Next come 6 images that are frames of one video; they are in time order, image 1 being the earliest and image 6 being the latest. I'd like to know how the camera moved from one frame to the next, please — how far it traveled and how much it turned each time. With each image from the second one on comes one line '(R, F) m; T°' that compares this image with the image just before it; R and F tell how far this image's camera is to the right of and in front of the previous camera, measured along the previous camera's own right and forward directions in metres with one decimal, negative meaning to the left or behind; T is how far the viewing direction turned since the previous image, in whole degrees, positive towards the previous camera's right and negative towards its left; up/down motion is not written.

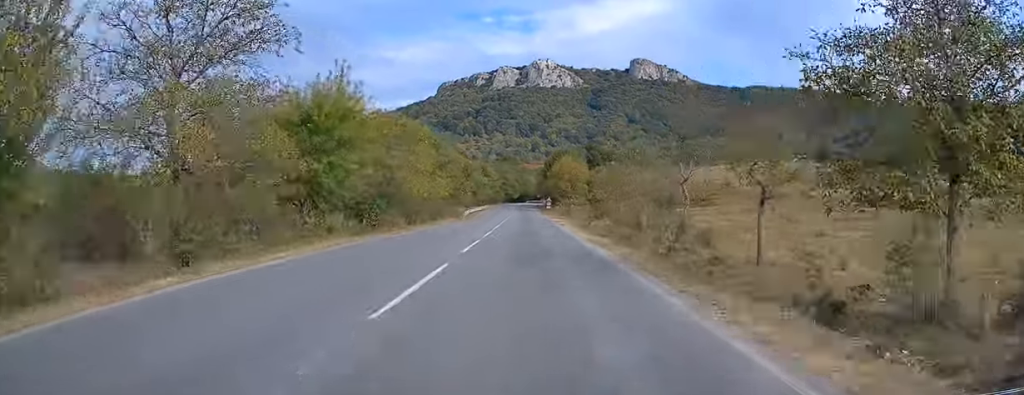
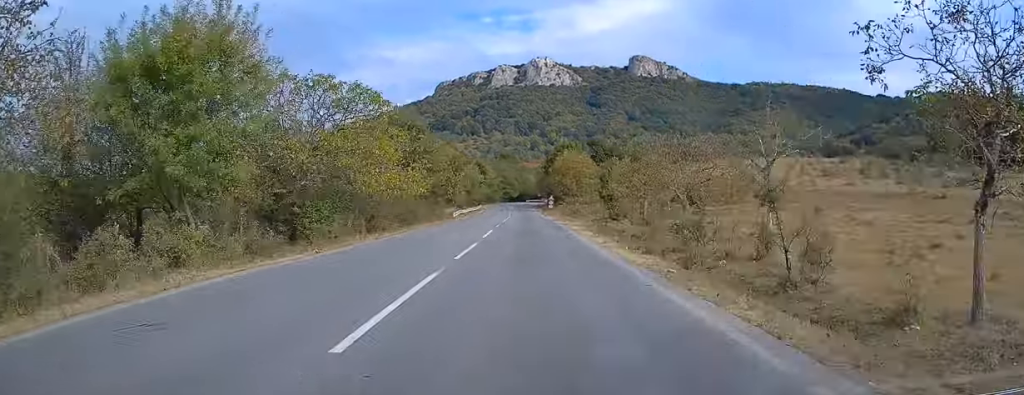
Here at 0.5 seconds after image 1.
(-0.1, +10.7) m; 0°
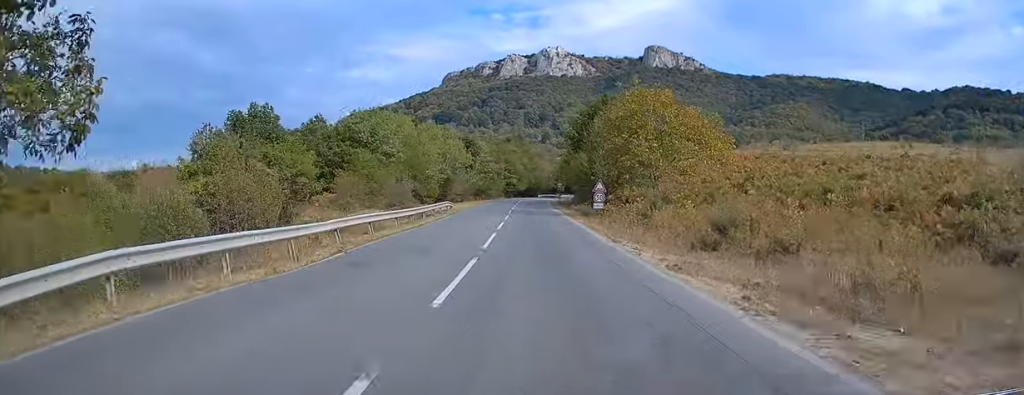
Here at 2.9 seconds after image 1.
(-0.1, +51.8) m; -1°
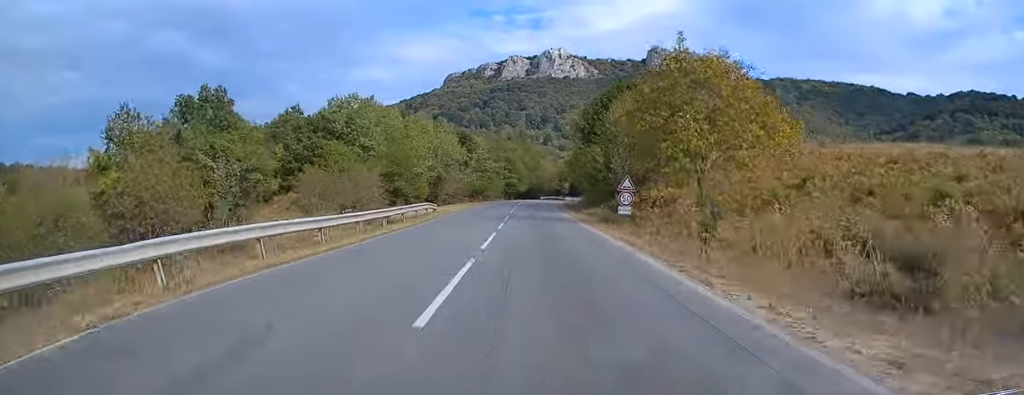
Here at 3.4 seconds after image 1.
(0.0, +10.5) m; 0°
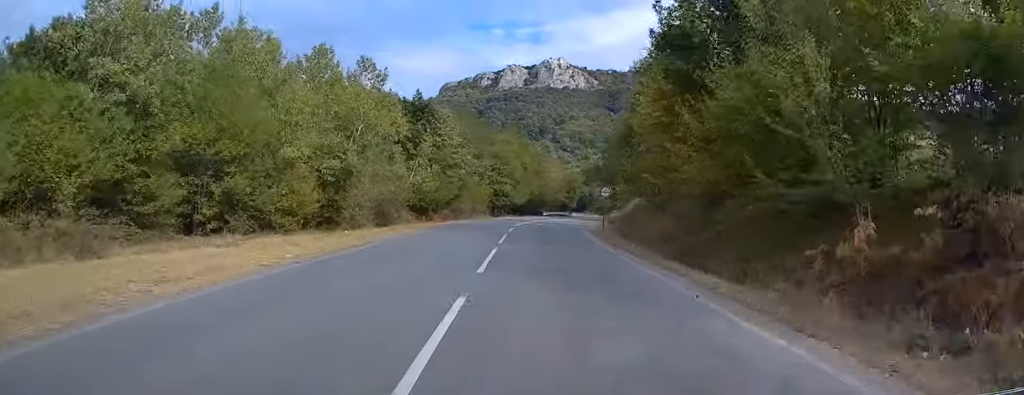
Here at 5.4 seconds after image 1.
(+0.3, +39.9) m; +2°
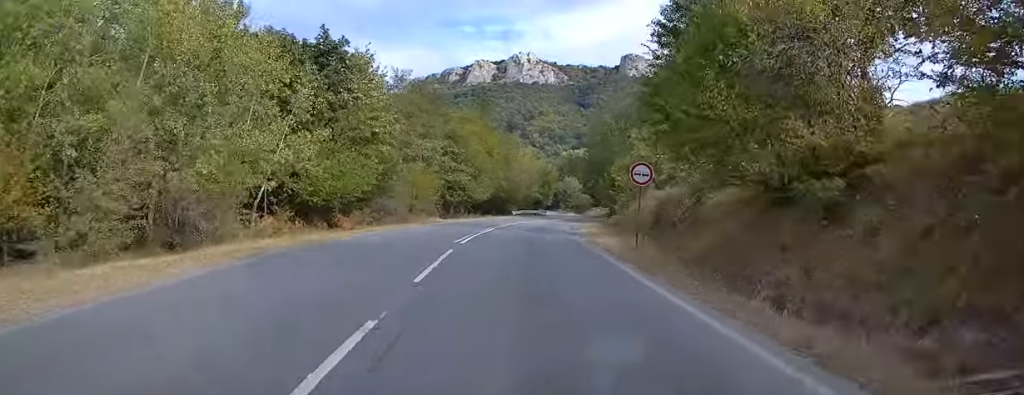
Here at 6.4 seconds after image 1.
(+0.4, +20.4) m; +1°
